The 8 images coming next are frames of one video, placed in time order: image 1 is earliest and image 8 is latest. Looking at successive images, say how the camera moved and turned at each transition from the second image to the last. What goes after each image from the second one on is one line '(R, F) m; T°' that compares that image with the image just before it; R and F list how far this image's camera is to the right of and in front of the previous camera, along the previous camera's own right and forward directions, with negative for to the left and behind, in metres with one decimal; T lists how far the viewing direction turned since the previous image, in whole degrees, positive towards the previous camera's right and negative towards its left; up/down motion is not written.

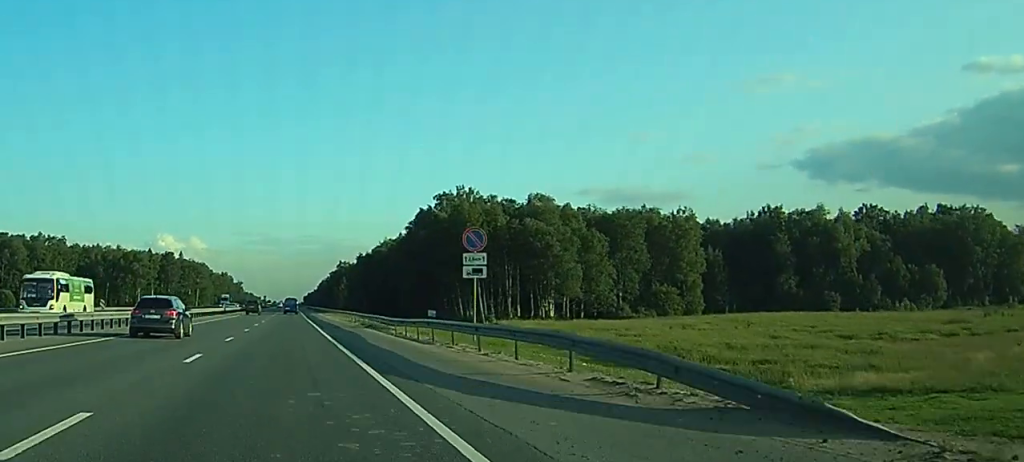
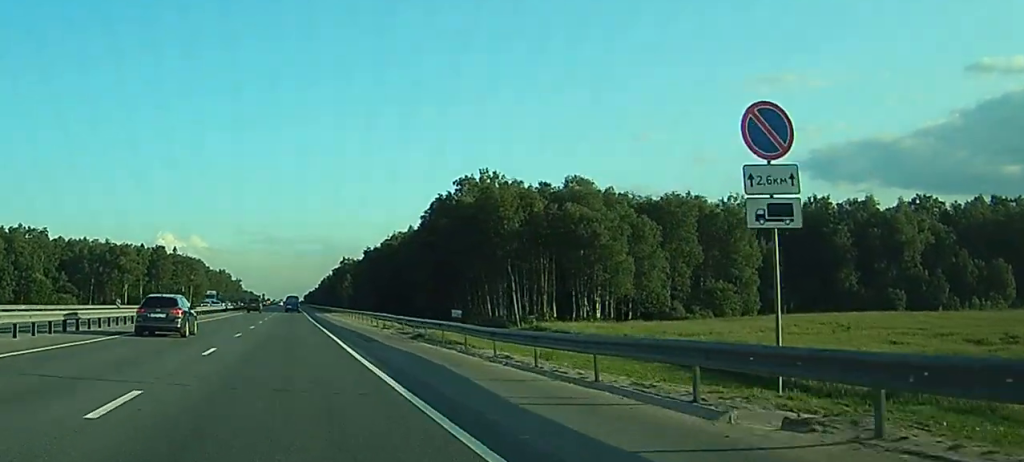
(0.0, +21.6) m; 0°
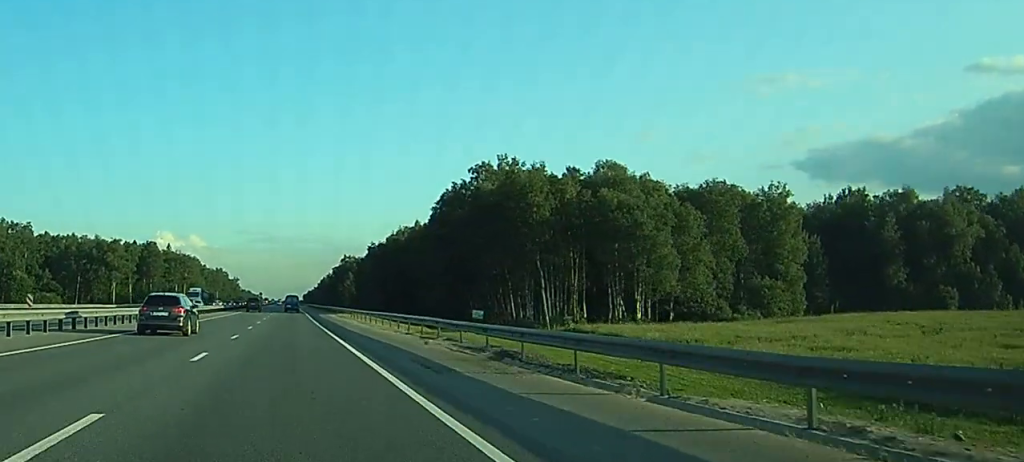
(0.0, +14.9) m; 0°
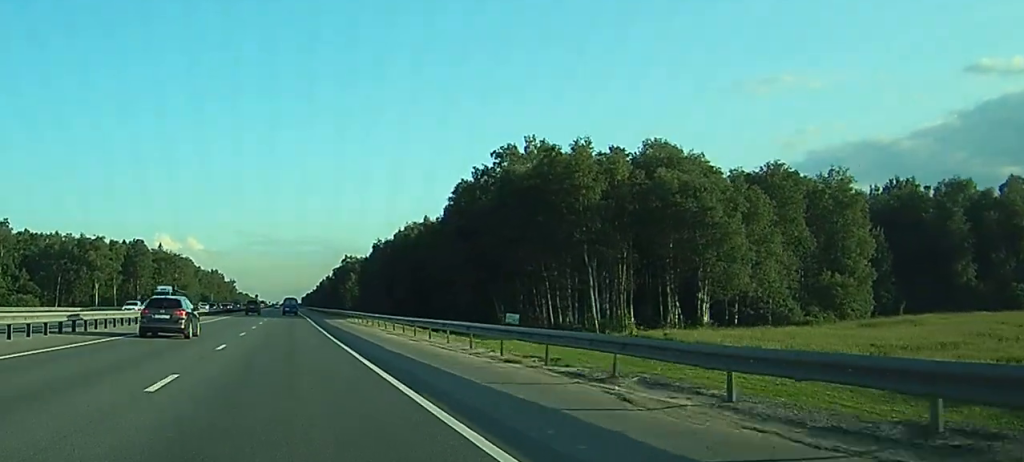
(0.0, +18.4) m; 0°
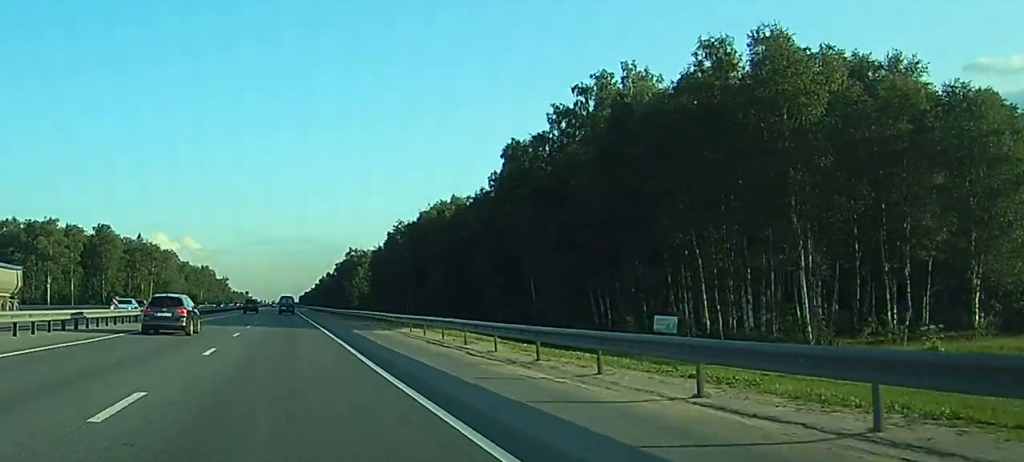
(-0.1, +40.2) m; 0°
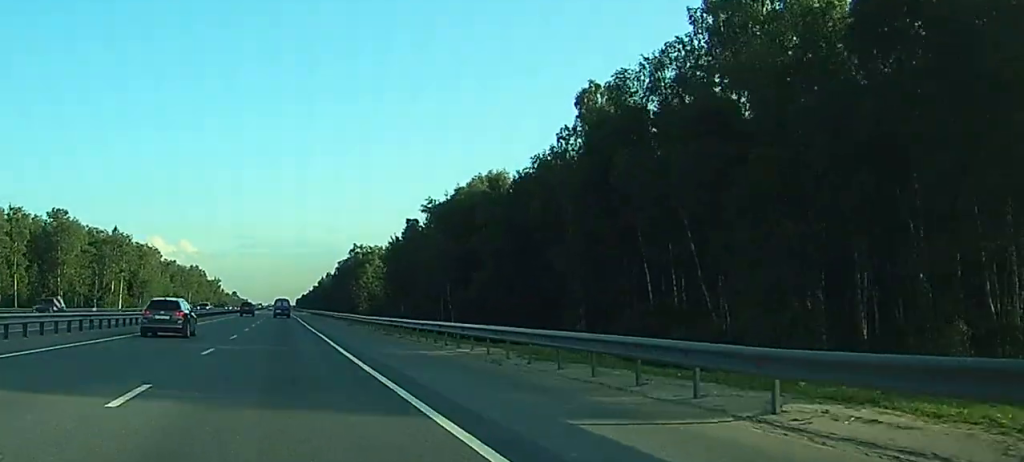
(0.0, +35.2) m; 0°
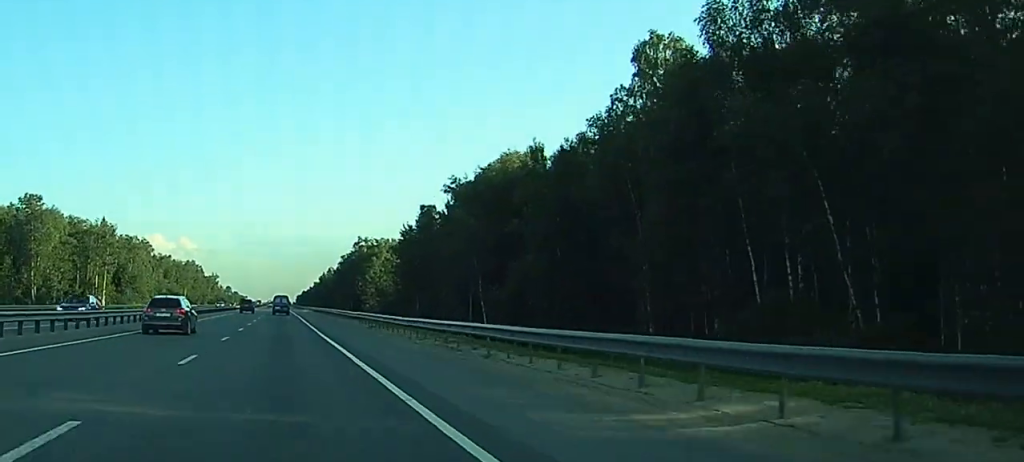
(0.0, +16.7) m; 0°
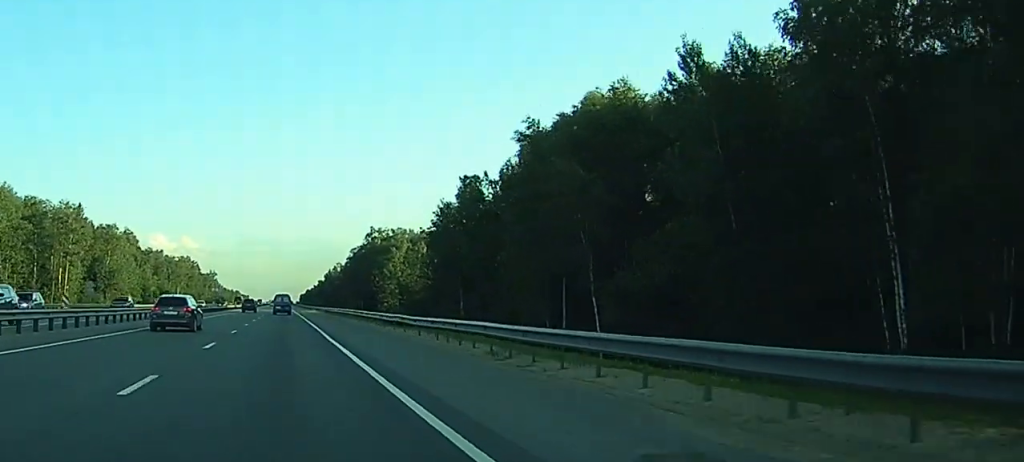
(+0.1, +30.7) m; 0°
